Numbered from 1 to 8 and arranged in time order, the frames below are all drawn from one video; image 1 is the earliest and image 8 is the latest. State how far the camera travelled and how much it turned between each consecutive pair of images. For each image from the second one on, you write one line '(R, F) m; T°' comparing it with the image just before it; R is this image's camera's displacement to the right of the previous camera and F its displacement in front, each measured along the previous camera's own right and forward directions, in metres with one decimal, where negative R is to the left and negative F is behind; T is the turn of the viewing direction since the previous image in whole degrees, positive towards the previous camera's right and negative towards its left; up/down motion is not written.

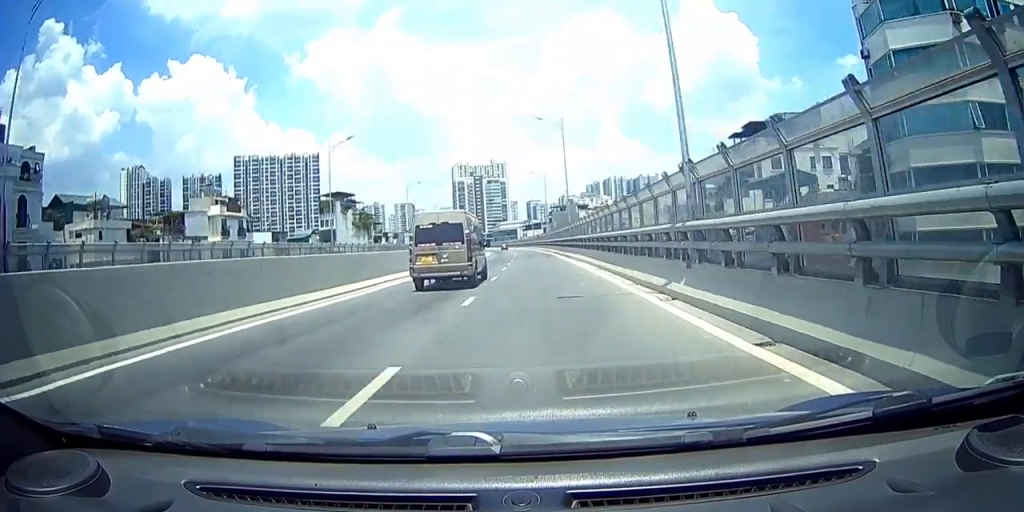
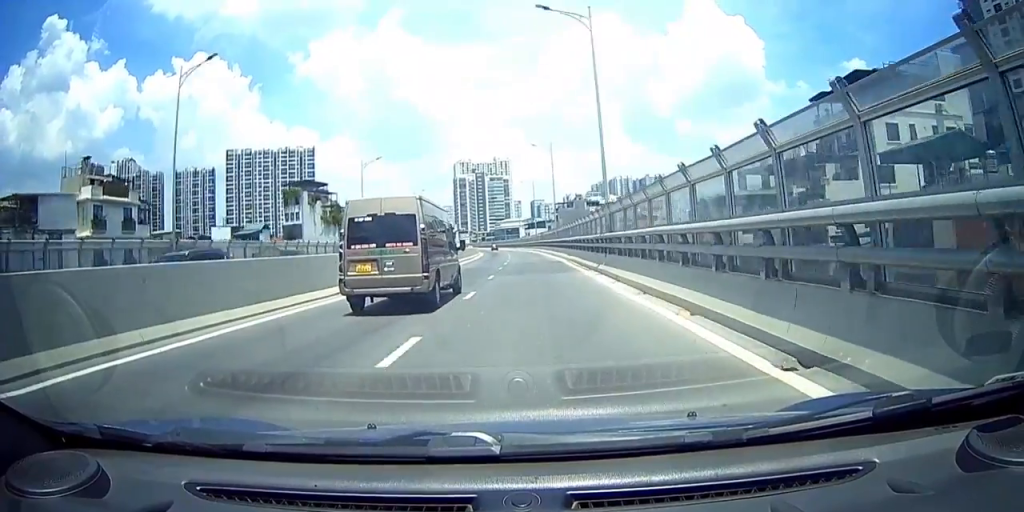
(+0.1, +22.0) m; 0°
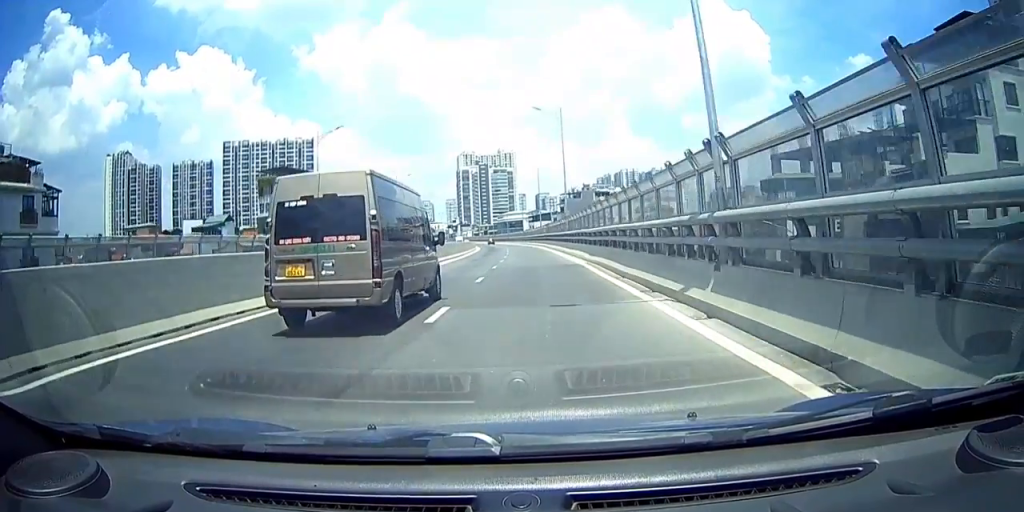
(0.0, +14.5) m; 0°
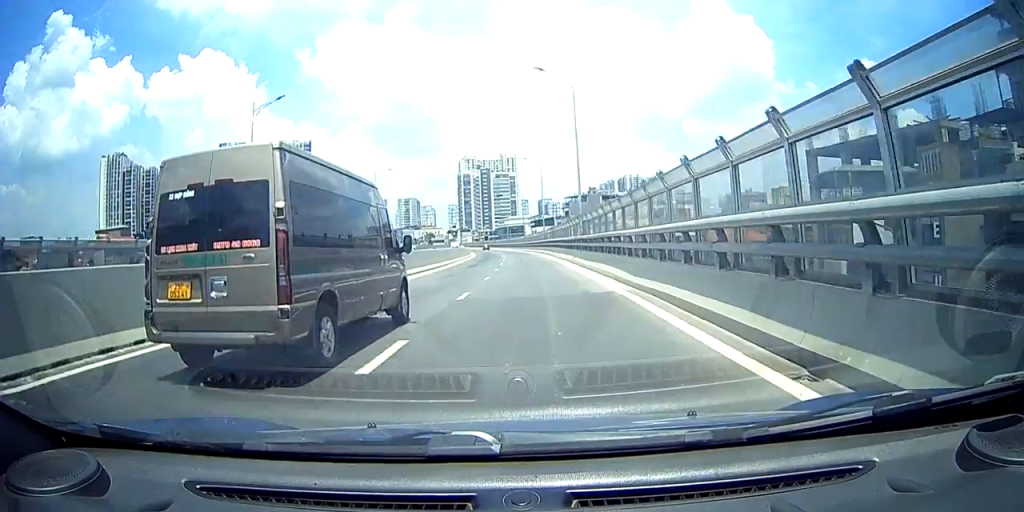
(0.0, +11.2) m; 0°
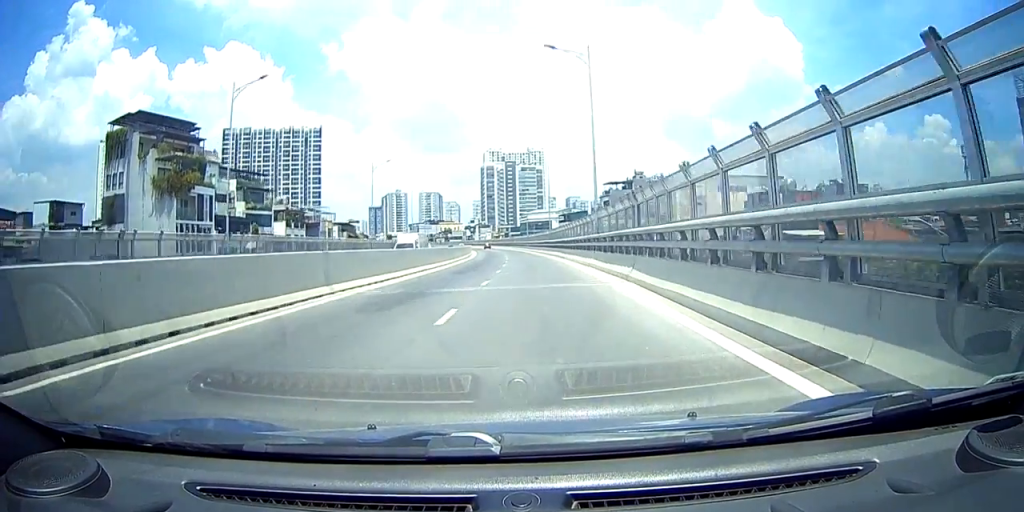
(-0.2, +38.5) m; 0°
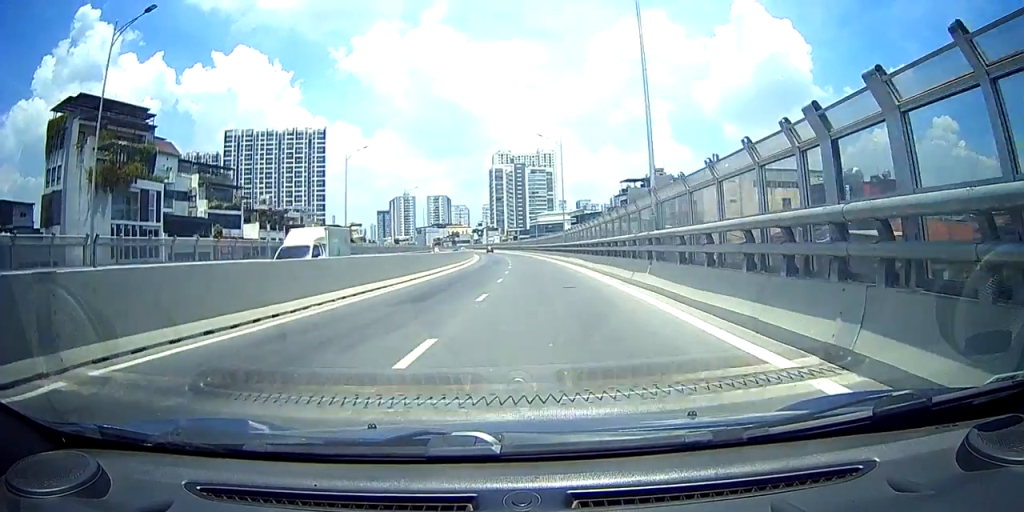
(0.0, +12.1) m; 0°
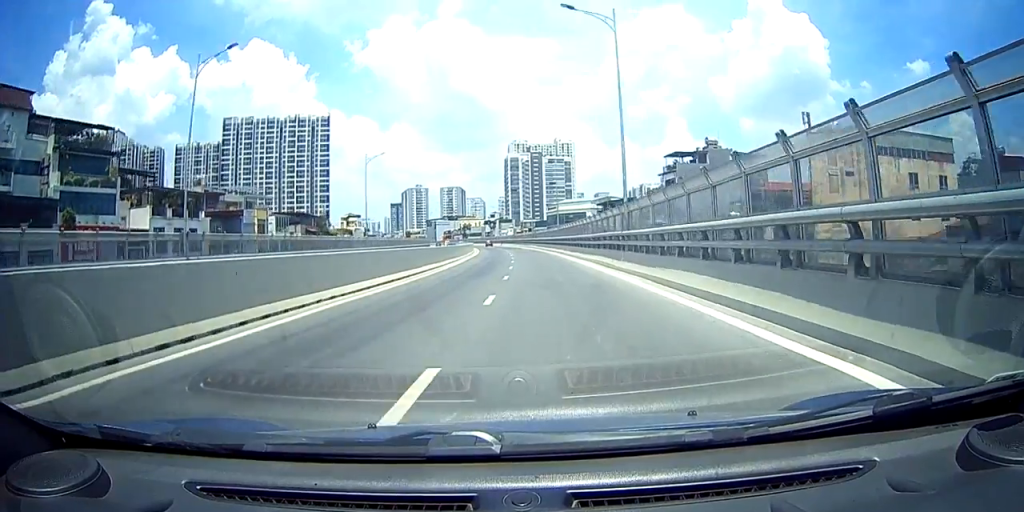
(0.0, +28.6) m; -1°
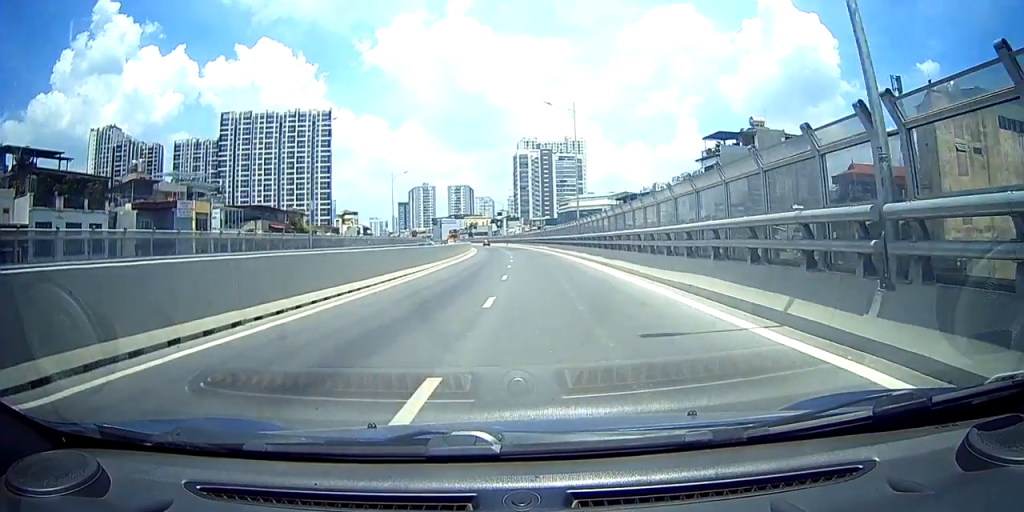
(0.0, +17.1) m; -2°
